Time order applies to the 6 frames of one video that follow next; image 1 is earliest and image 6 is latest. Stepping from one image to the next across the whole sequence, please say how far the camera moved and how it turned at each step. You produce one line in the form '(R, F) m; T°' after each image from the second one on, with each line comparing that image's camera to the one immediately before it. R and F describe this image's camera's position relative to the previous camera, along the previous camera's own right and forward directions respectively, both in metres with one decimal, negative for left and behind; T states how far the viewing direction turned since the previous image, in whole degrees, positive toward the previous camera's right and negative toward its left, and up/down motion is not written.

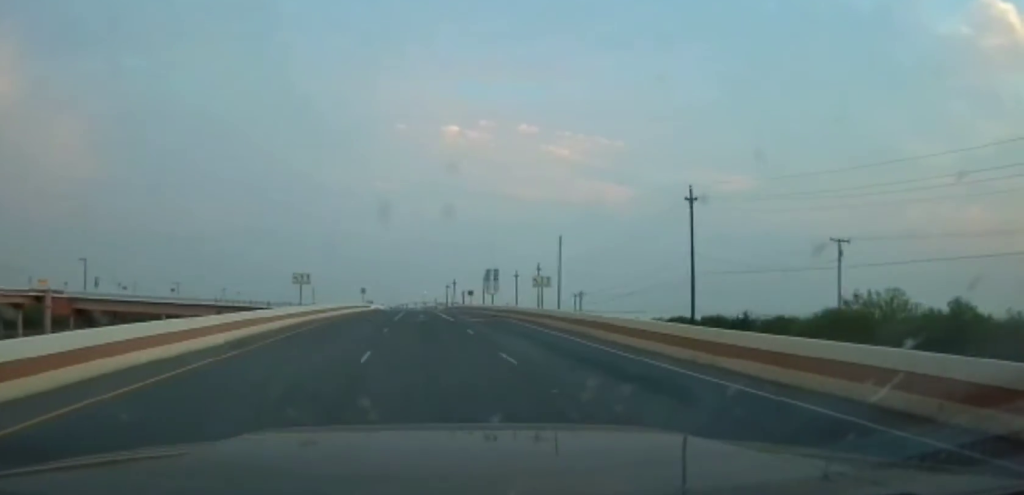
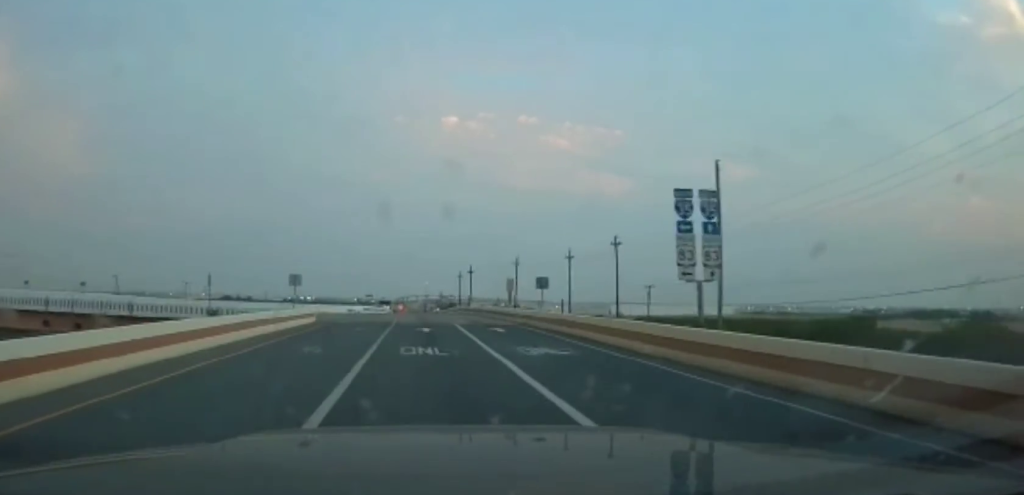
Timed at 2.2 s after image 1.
(0.0, +53.7) m; 0°
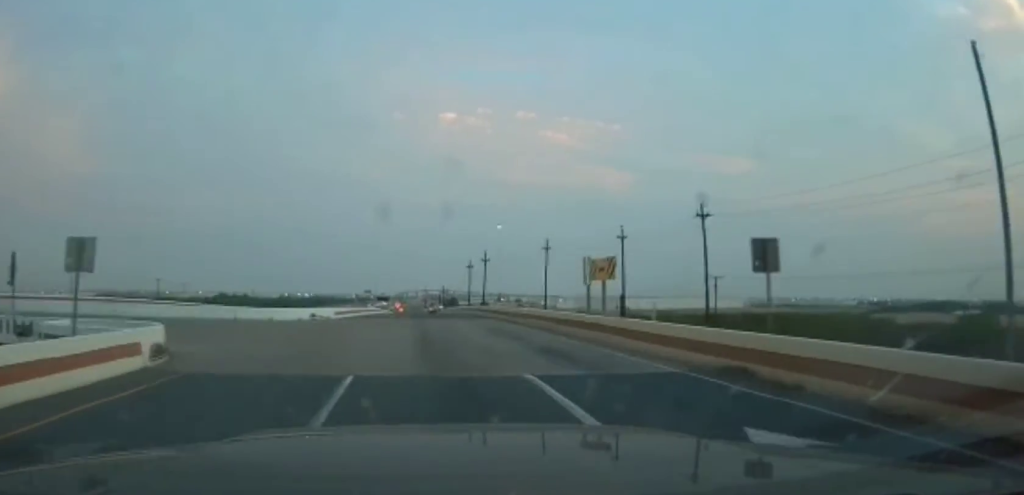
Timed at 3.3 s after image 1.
(-0.3, +27.2) m; -1°
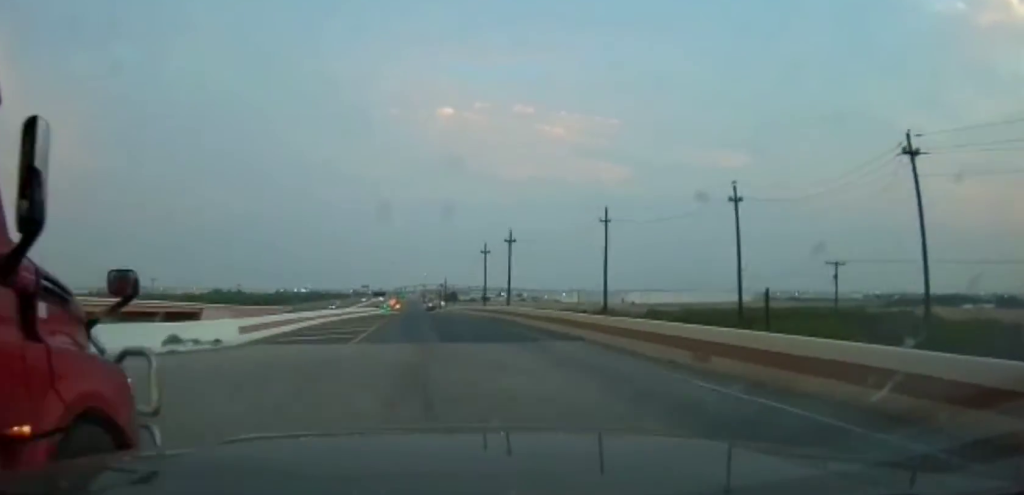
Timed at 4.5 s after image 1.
(-0.1, +29.2) m; 0°
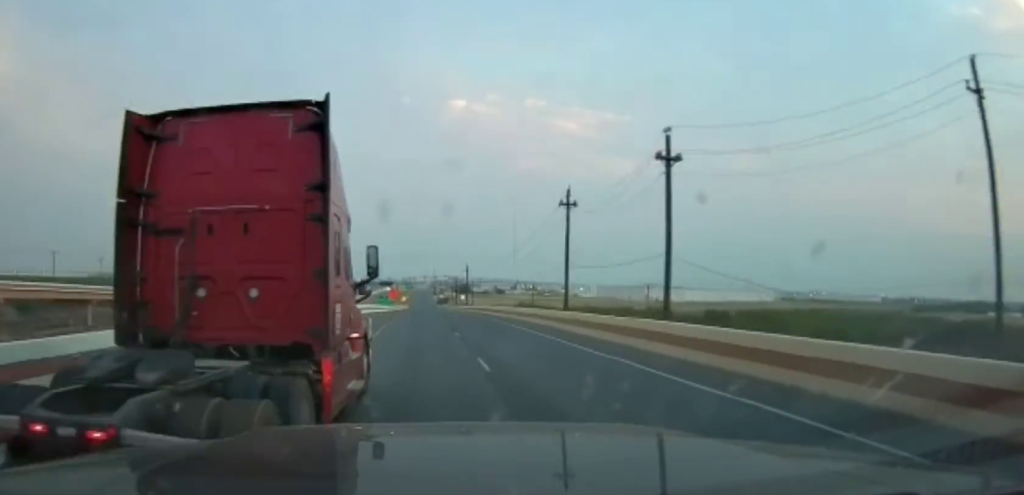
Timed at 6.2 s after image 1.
(+0.2, +44.6) m; 0°
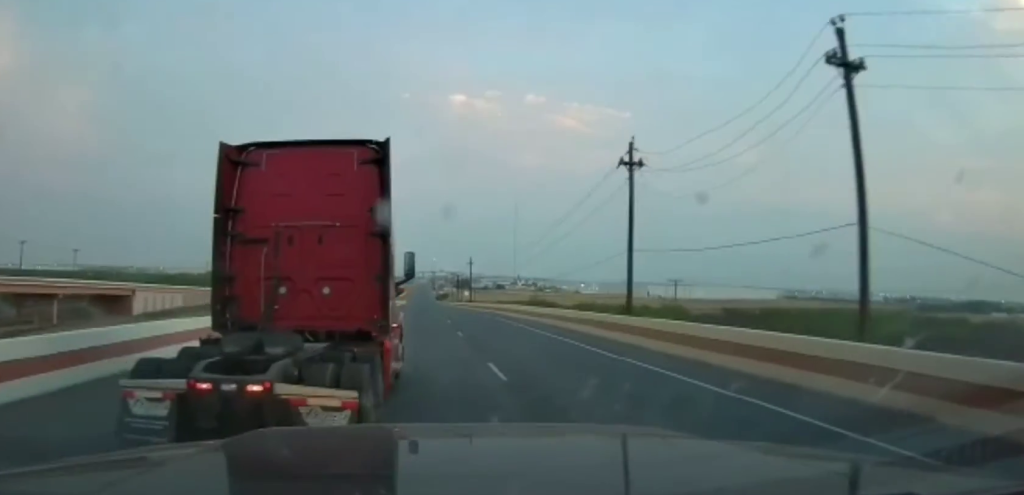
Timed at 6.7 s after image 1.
(0.0, +14.0) m; 0°
